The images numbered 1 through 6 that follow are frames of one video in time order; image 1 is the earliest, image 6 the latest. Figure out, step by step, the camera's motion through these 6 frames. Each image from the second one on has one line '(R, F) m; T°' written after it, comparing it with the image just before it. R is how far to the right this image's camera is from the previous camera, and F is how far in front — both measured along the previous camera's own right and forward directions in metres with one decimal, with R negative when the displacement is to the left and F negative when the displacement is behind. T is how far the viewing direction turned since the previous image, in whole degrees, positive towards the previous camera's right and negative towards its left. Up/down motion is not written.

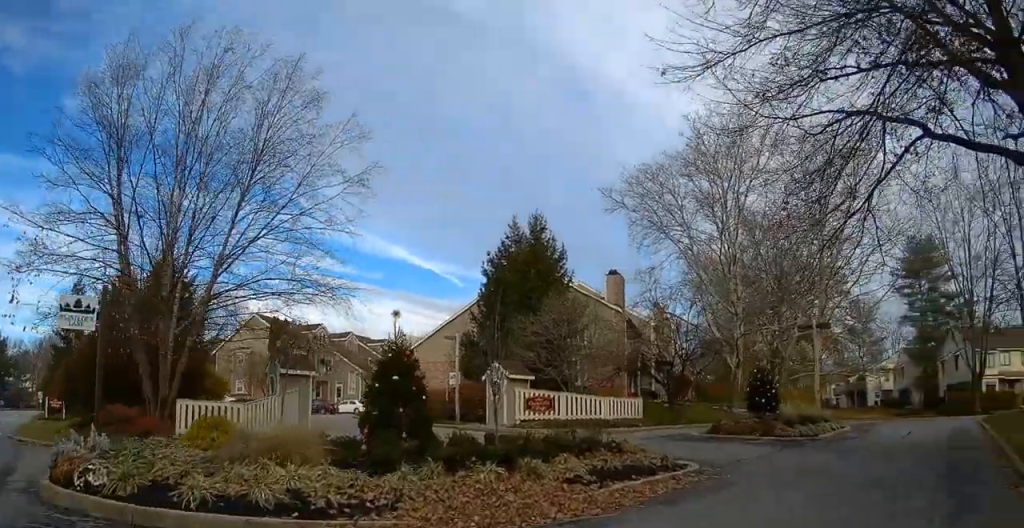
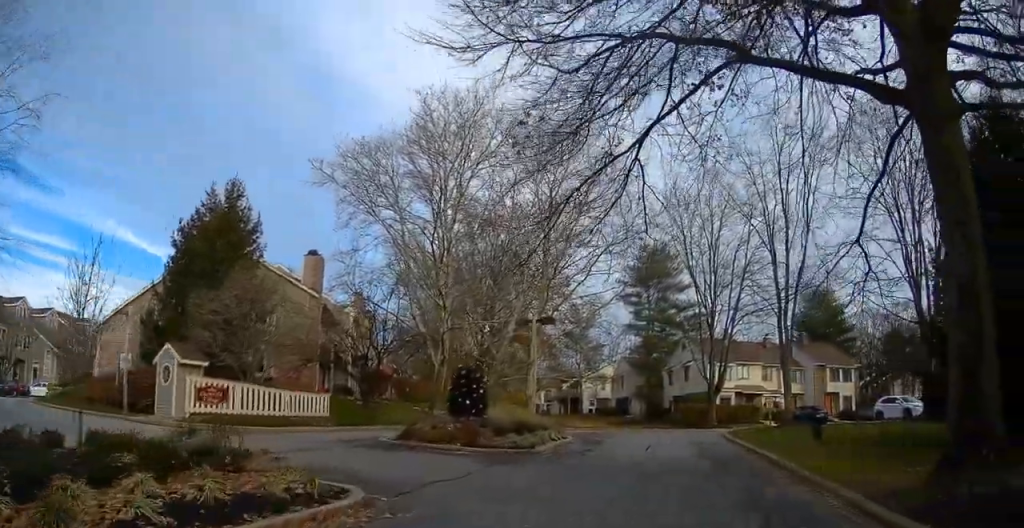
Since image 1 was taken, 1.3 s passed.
(+0.8, +4.0) m; +17°
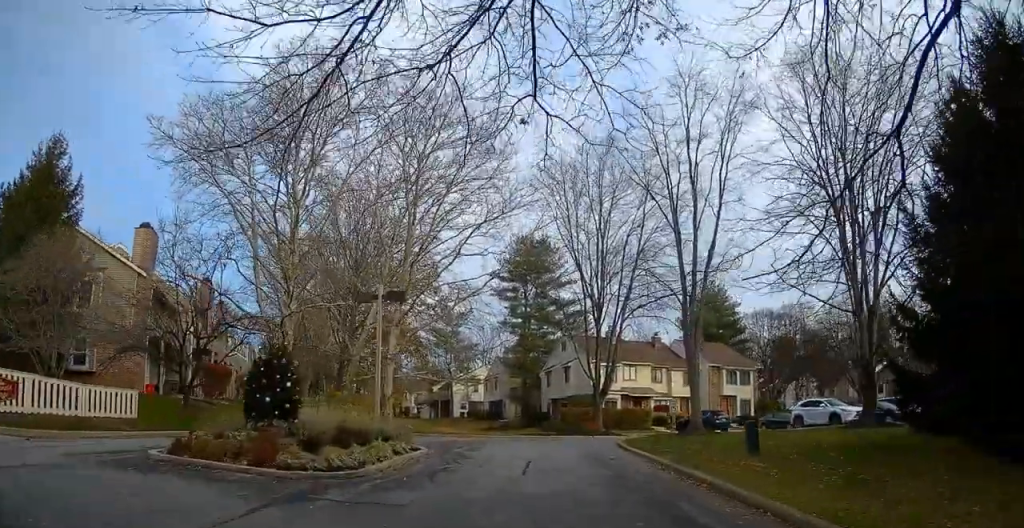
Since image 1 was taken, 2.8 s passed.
(+0.9, +4.8) m; +22°
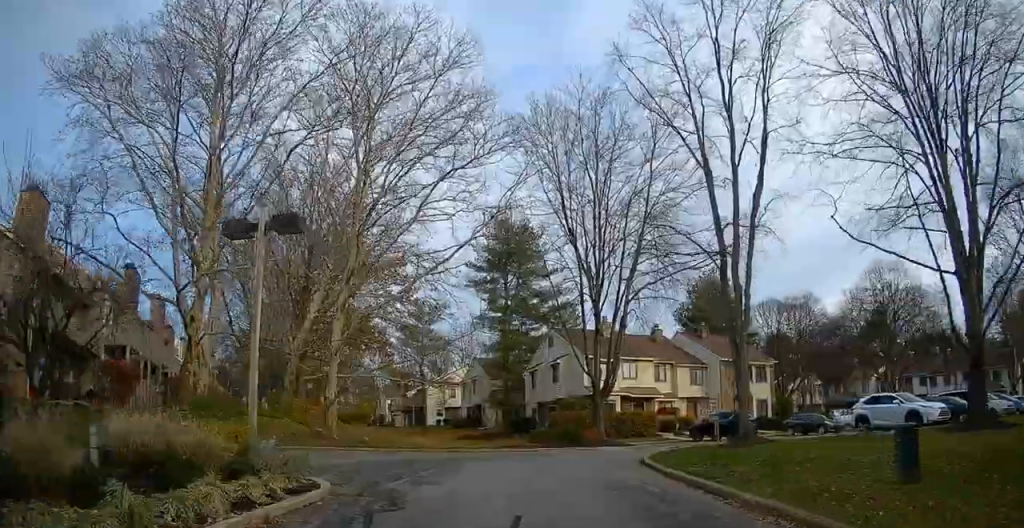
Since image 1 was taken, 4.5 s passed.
(+1.3, +7.1) m; +11°
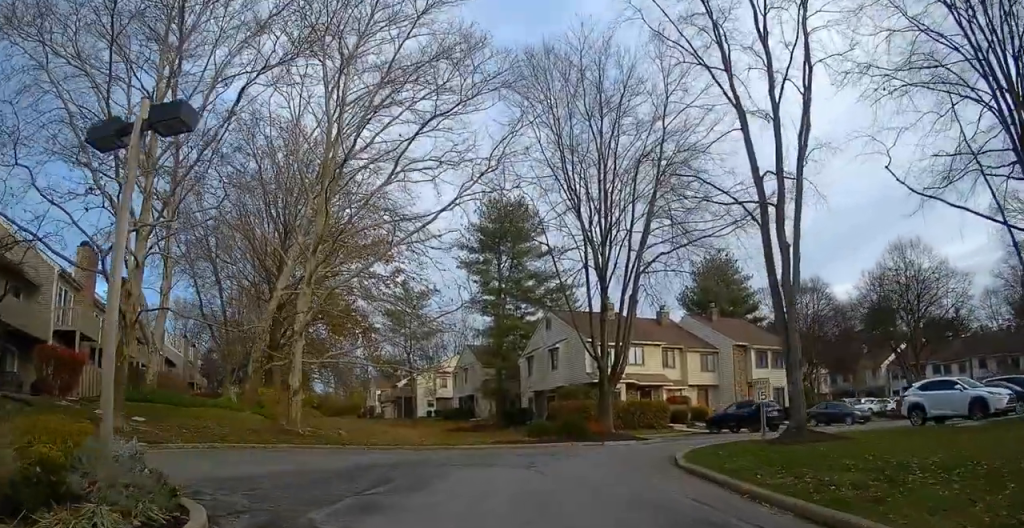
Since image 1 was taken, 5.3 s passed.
(-0.1, +3.7) m; -2°
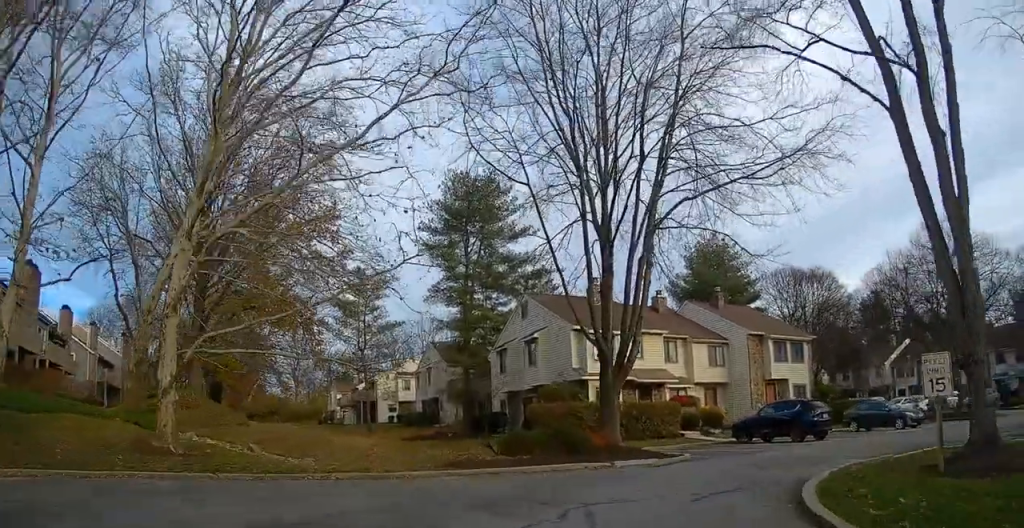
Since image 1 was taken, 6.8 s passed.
(+0.1, +7.5) m; +3°
